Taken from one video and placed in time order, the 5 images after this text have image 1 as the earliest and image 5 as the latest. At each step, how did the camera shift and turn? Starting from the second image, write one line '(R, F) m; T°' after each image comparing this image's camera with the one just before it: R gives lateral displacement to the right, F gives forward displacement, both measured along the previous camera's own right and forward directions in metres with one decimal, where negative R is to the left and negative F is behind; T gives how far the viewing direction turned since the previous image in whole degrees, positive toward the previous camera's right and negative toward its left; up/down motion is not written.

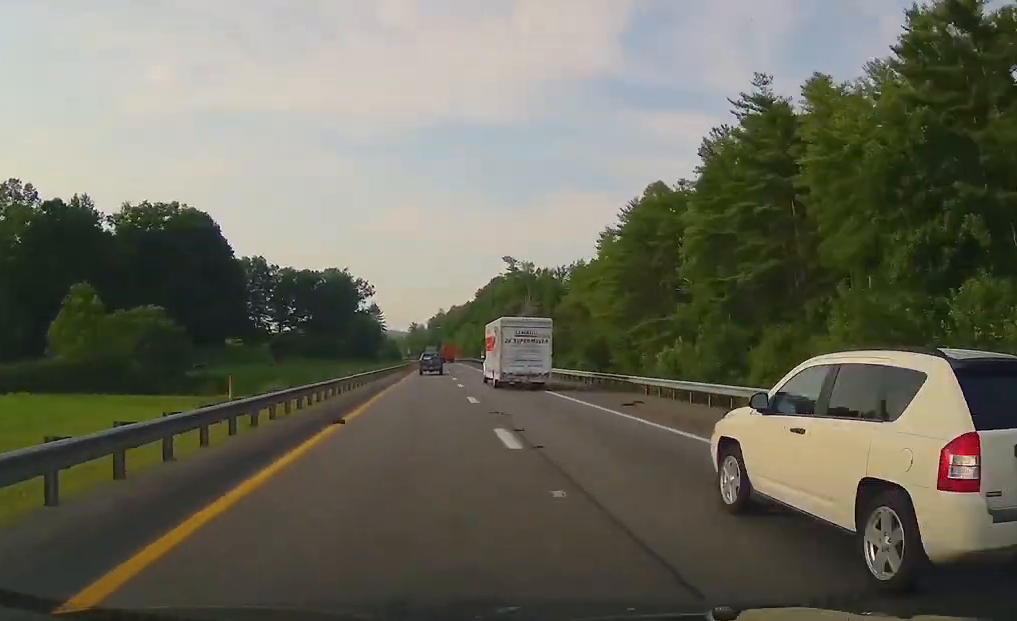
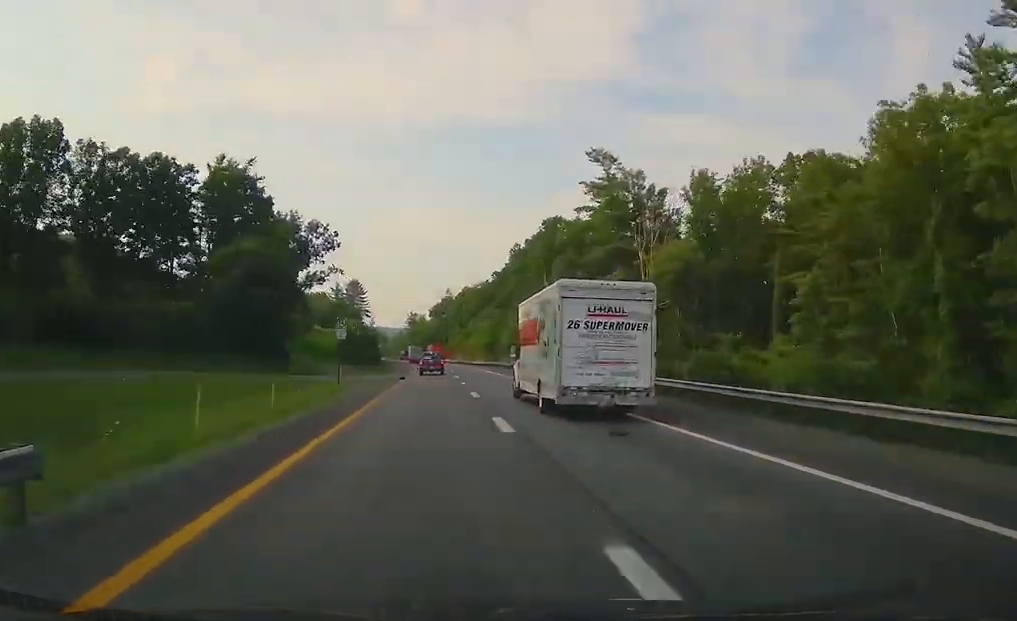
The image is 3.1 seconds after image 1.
(+0.1, +103.5) m; -1°
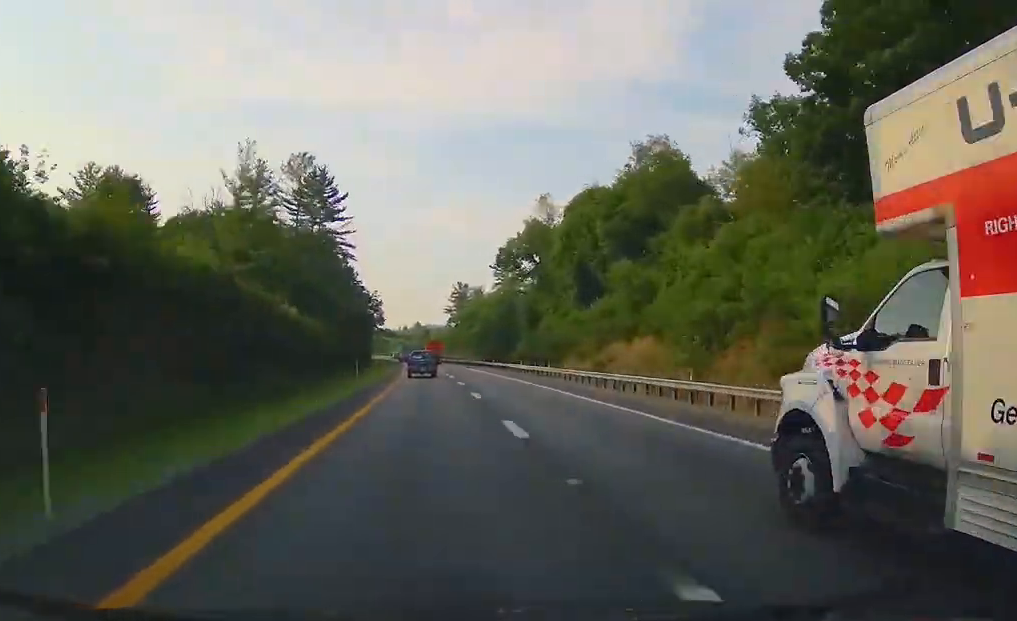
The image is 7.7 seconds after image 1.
(-5.0, +153.4) m; -4°
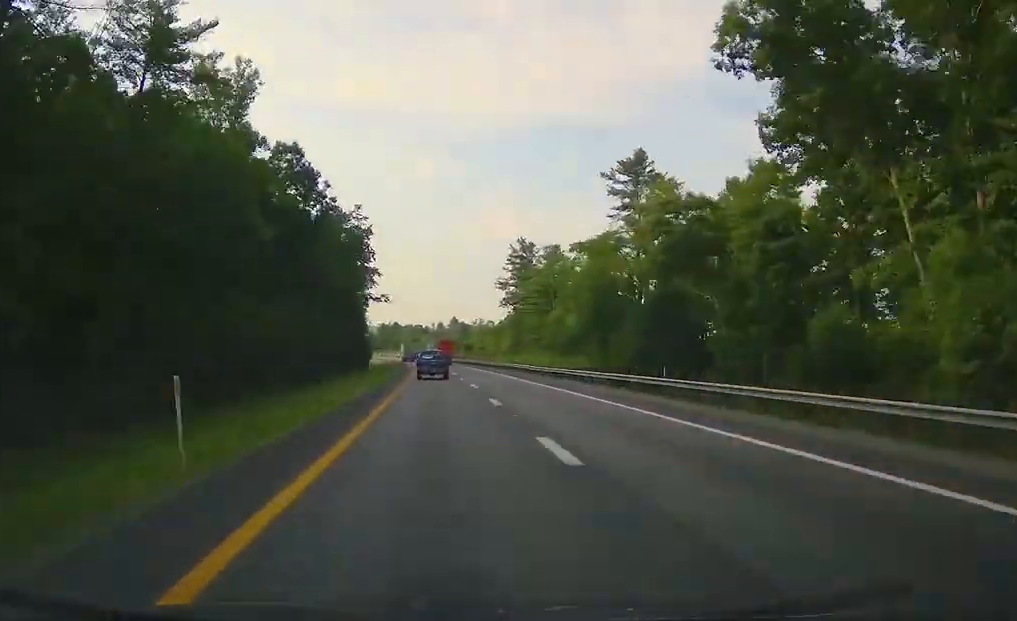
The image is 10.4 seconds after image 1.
(-1.6, +85.6) m; -3°
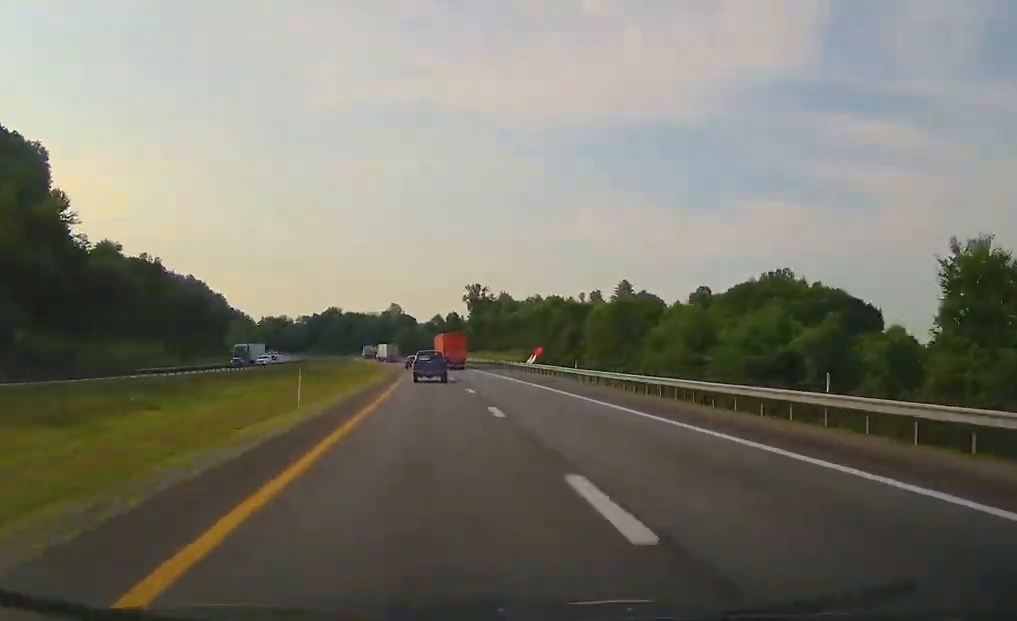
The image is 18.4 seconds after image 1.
(-17.9, +244.3) m; -10°
